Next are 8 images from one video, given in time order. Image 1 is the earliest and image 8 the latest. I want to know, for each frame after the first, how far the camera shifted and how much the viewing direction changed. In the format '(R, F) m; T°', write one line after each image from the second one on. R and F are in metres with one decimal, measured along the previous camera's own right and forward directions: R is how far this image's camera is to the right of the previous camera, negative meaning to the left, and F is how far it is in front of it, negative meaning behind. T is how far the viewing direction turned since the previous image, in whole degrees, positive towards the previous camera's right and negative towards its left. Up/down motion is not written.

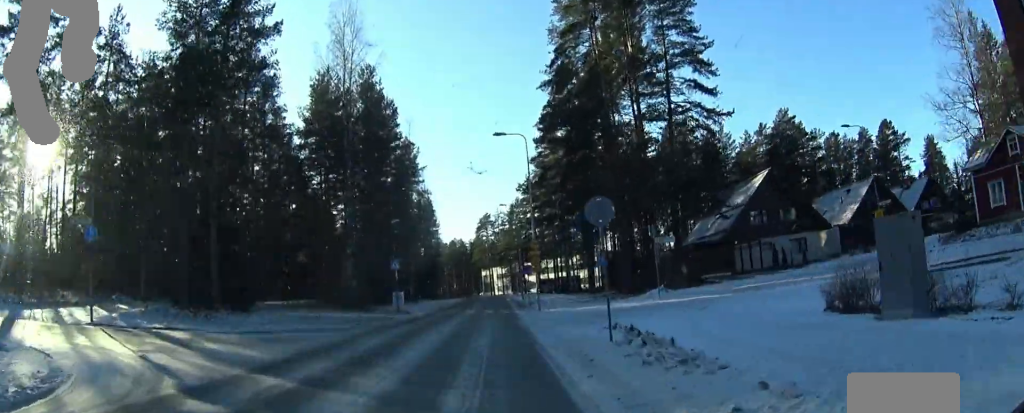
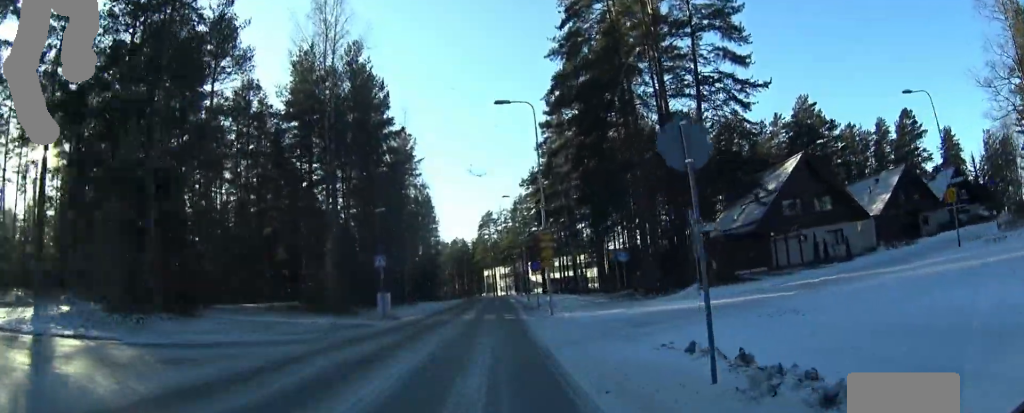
(-0.3, +6.0) m; +1°
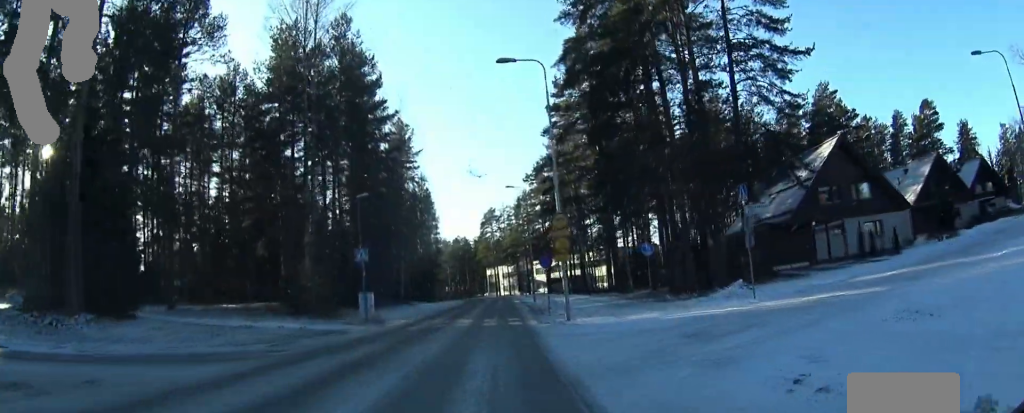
(+0.3, +5.2) m; +2°
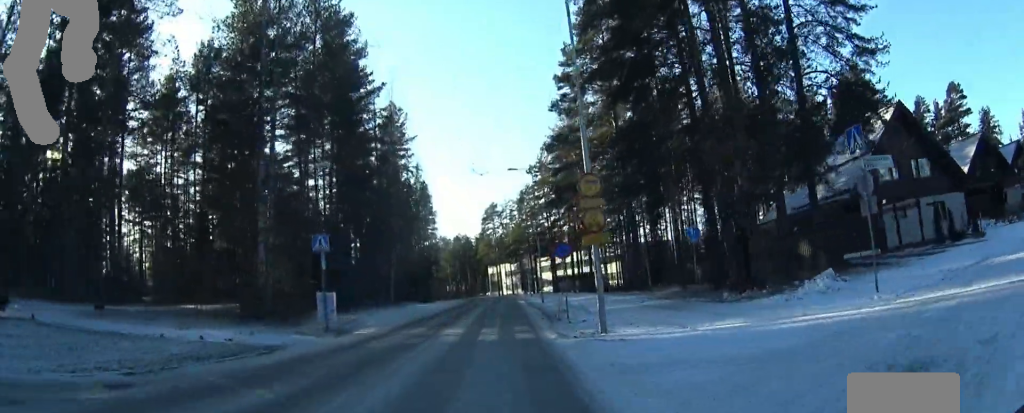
(+0.2, +7.0) m; +2°
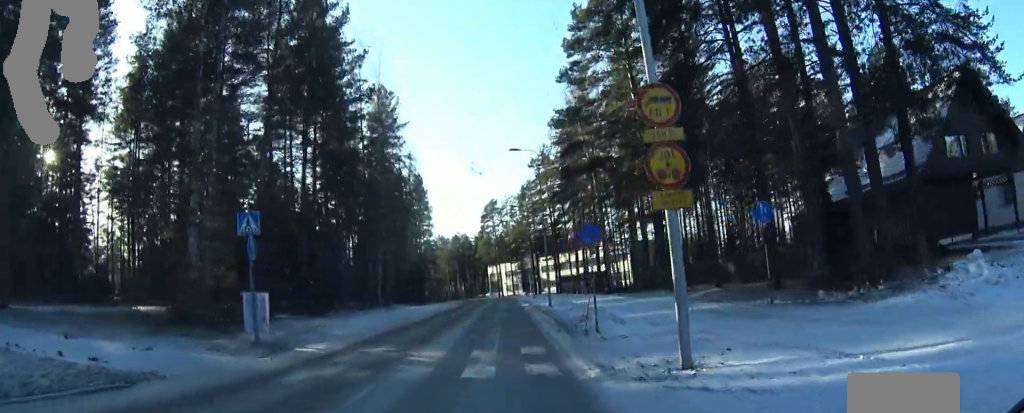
(0.0, +6.6) m; 0°
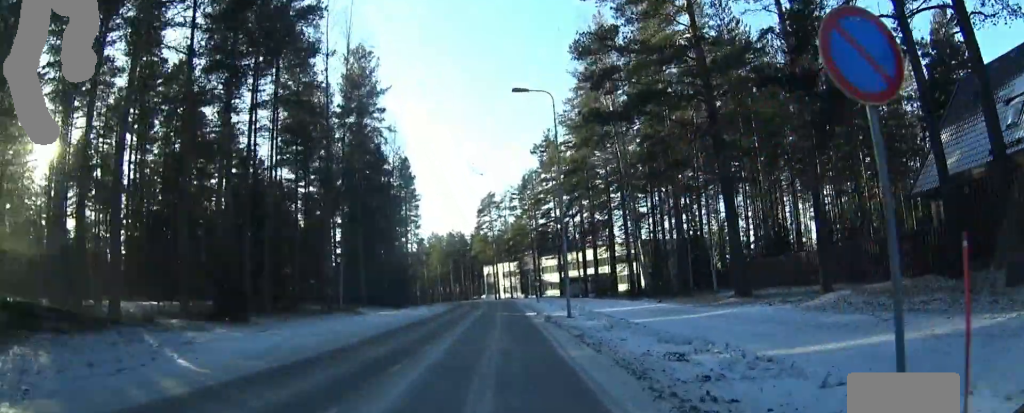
(0.0, +12.0) m; -3°
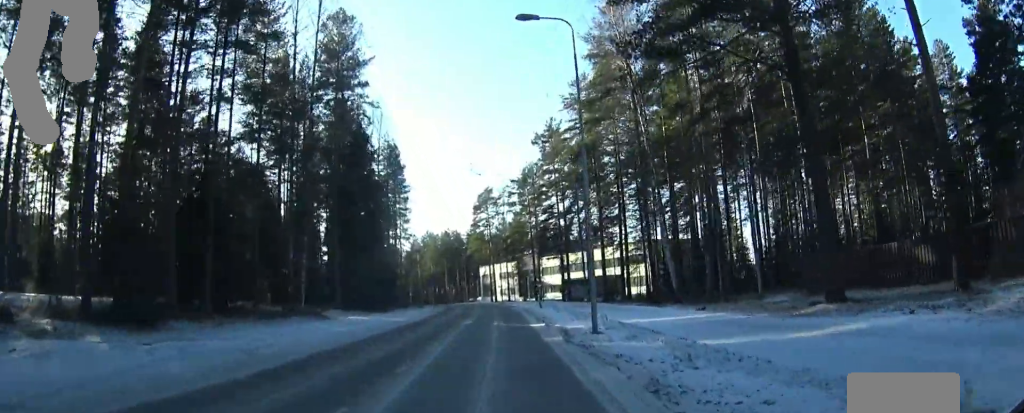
(-0.2, +7.8) m; -2°
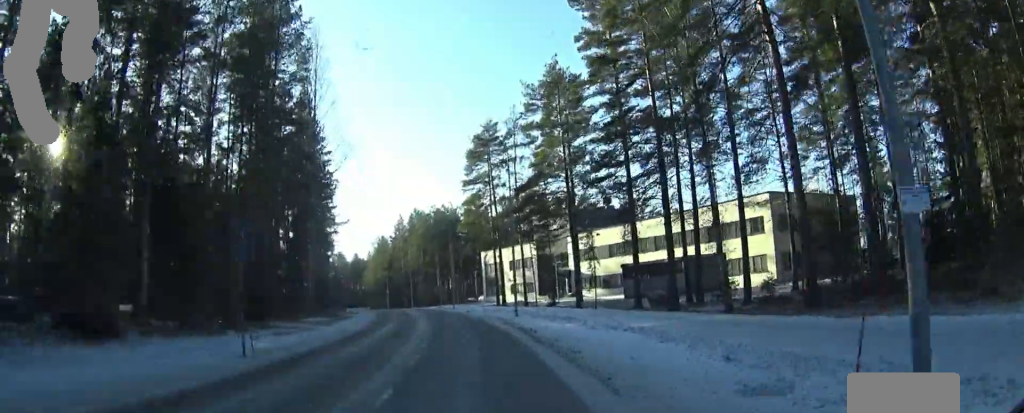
(-0.6, +43.4) m; -3°
